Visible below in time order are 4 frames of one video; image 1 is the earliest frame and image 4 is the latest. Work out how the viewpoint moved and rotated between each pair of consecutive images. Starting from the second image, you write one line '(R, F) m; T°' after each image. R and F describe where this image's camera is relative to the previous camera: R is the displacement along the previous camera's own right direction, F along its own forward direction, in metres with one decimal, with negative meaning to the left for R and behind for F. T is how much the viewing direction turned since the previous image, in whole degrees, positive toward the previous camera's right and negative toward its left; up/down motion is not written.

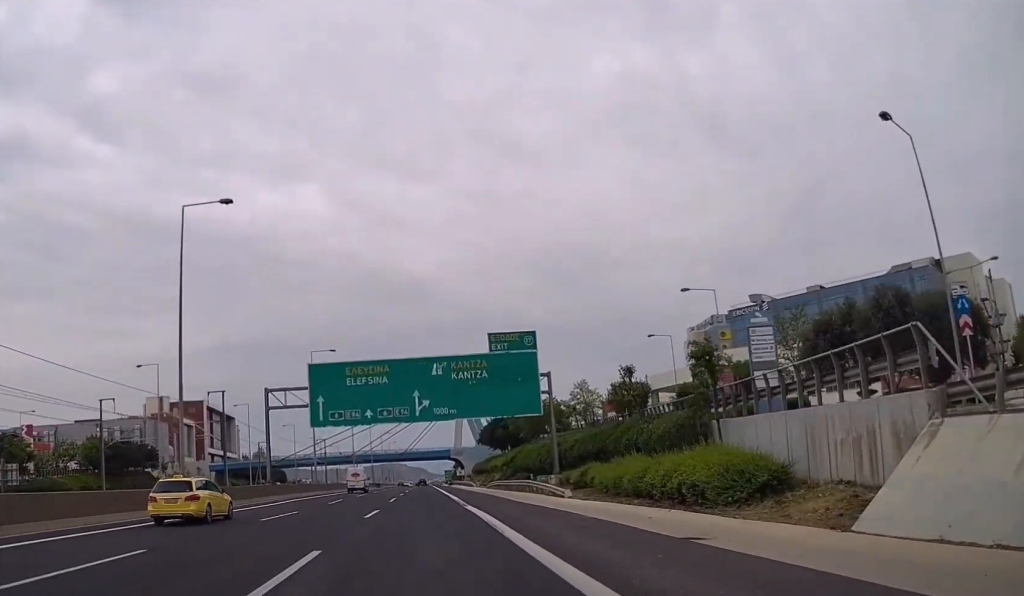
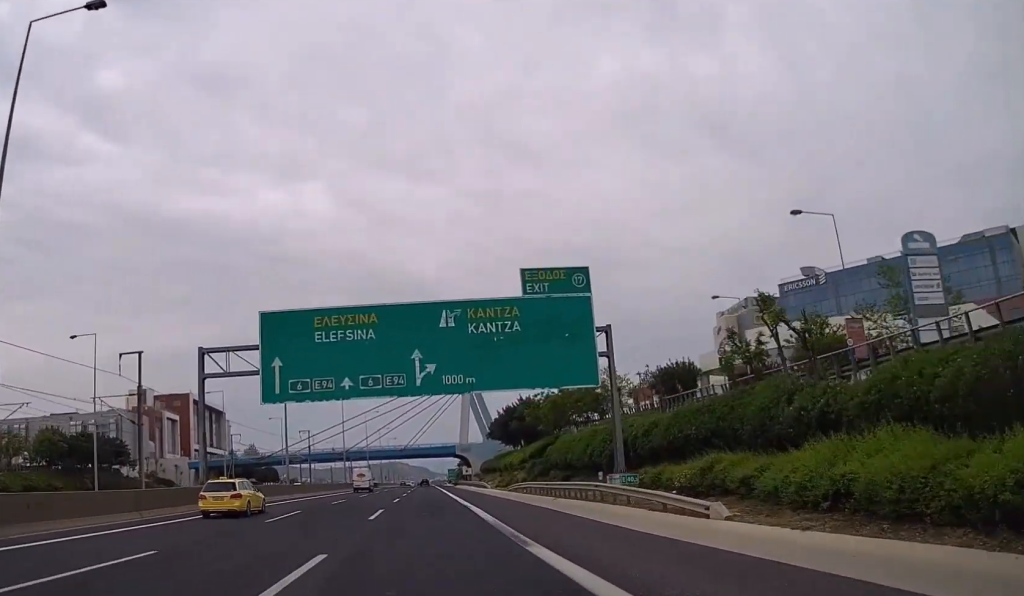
(+0.1, +18.1) m; 0°
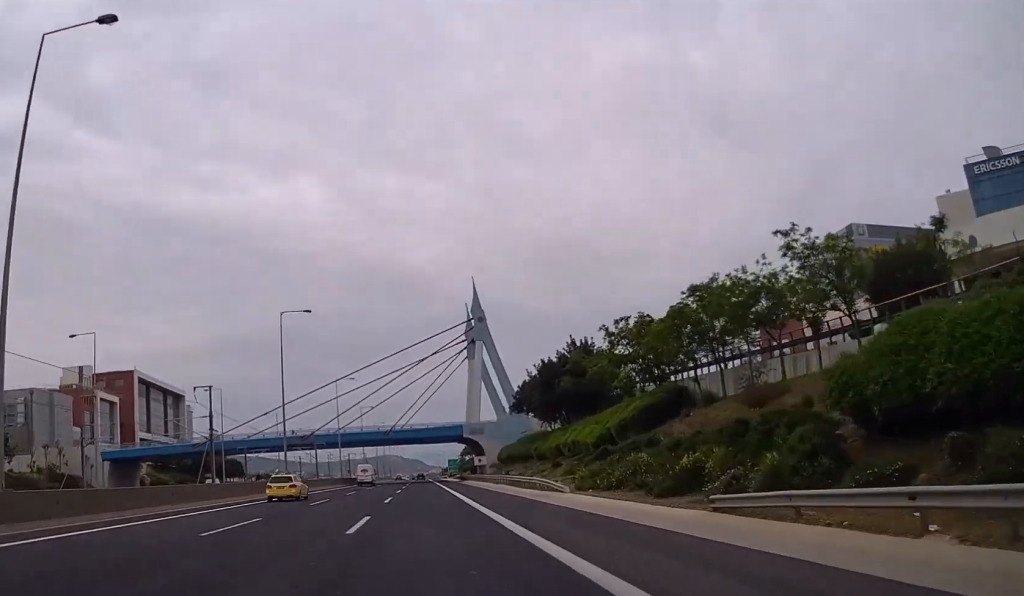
(0.0, +44.3) m; 0°
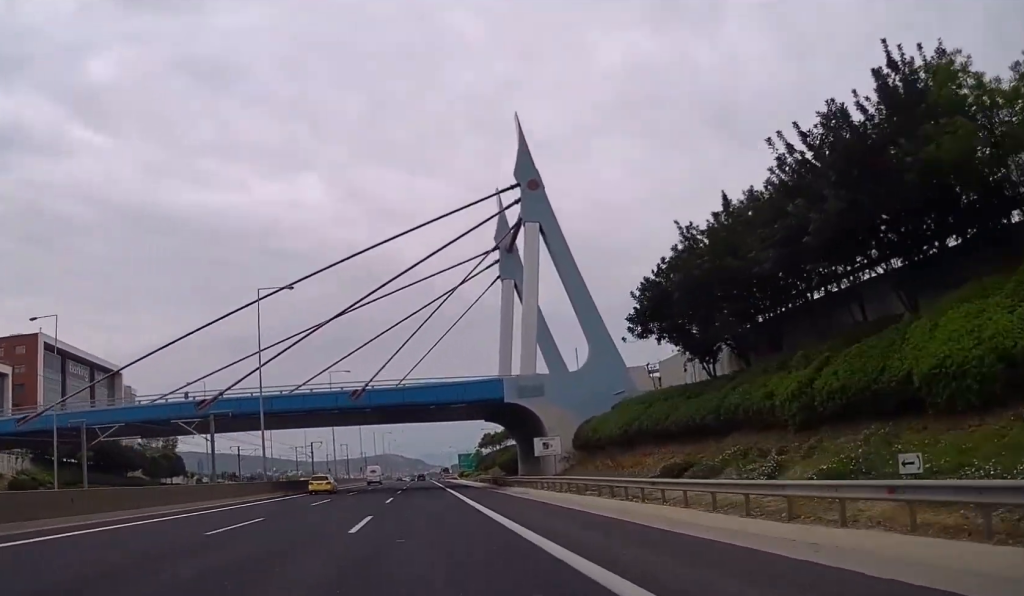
(+0.1, +54.2) m; 0°
